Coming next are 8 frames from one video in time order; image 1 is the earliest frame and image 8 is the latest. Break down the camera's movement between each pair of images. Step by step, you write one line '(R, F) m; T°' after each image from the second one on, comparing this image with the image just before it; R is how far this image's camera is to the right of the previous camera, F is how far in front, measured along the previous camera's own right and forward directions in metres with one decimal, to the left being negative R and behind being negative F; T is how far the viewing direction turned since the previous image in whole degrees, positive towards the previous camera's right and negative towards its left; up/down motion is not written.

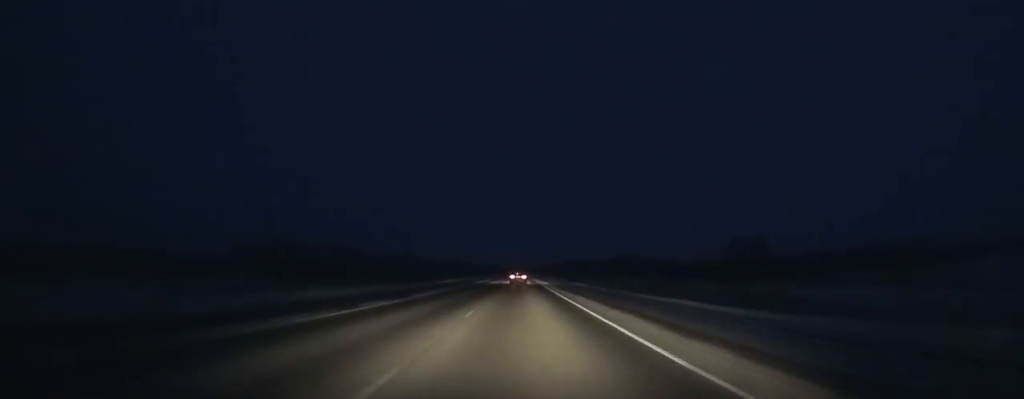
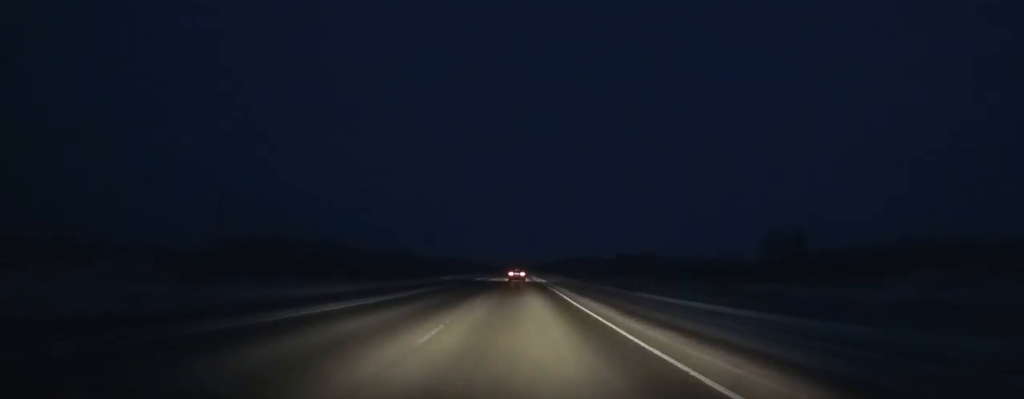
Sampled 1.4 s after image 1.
(0.0, +31.2) m; 0°
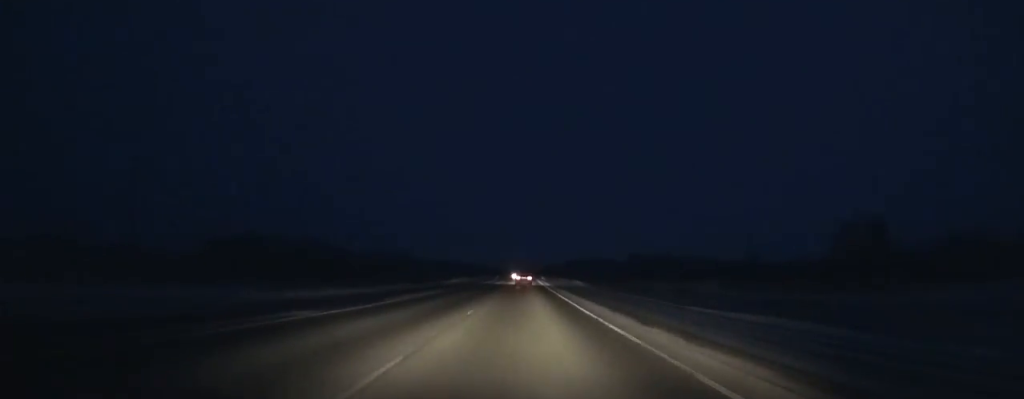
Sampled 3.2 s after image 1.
(0.0, +40.2) m; 0°
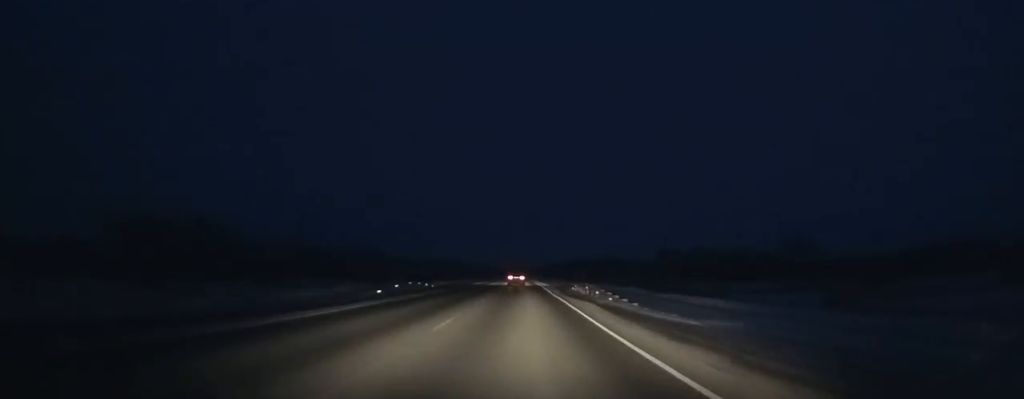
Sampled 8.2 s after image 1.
(-0.5, +111.5) m; -1°
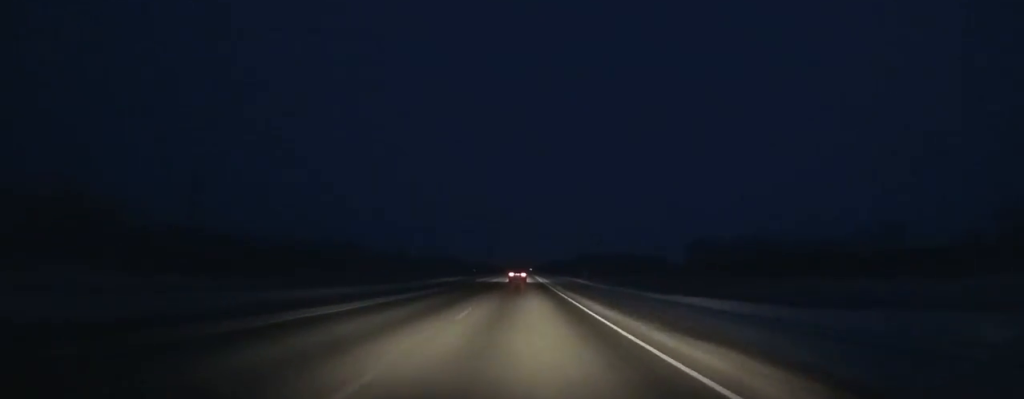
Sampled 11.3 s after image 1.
(-0.3, +69.1) m; 0°
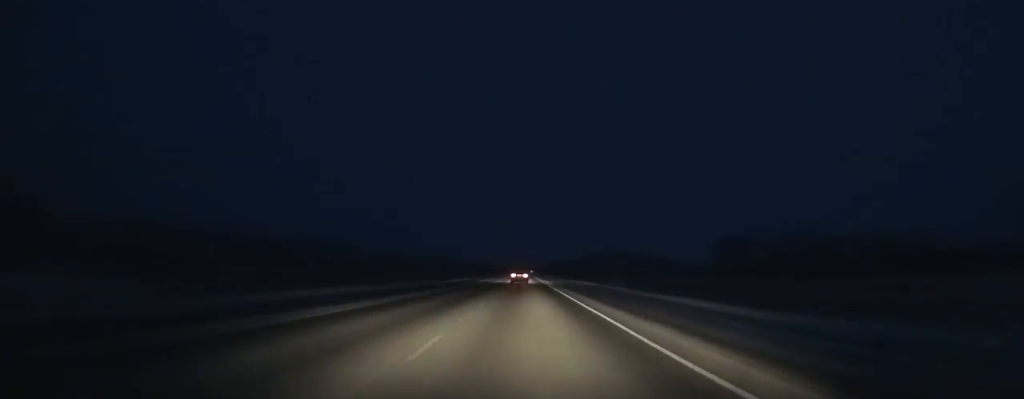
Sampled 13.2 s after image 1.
(+0.2, +42.3) m; 0°
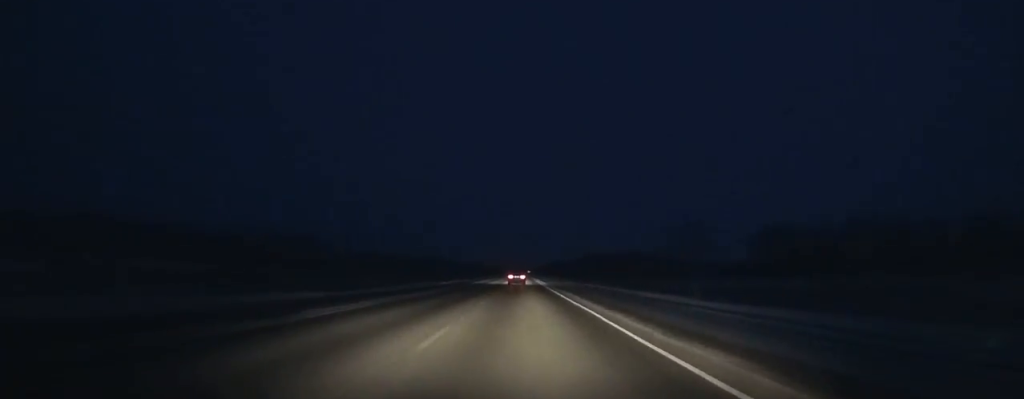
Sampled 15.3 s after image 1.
(+0.2, +46.8) m; 0°
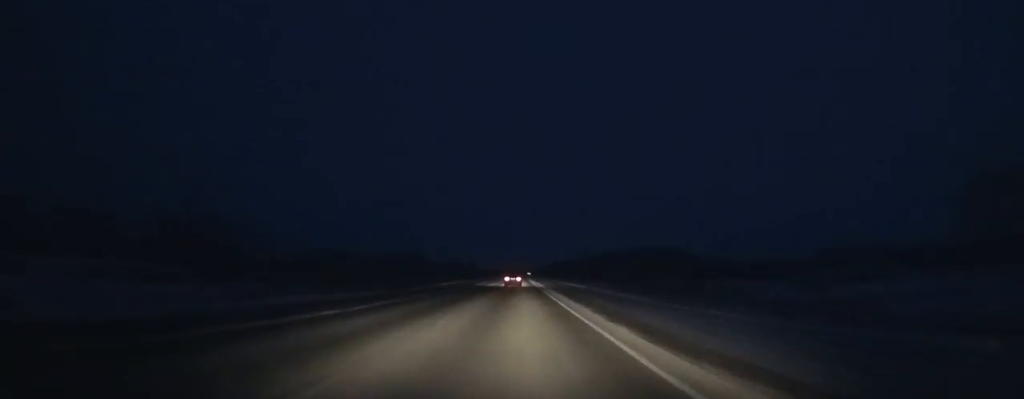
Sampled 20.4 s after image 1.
(-0.2, +113.7) m; 0°
